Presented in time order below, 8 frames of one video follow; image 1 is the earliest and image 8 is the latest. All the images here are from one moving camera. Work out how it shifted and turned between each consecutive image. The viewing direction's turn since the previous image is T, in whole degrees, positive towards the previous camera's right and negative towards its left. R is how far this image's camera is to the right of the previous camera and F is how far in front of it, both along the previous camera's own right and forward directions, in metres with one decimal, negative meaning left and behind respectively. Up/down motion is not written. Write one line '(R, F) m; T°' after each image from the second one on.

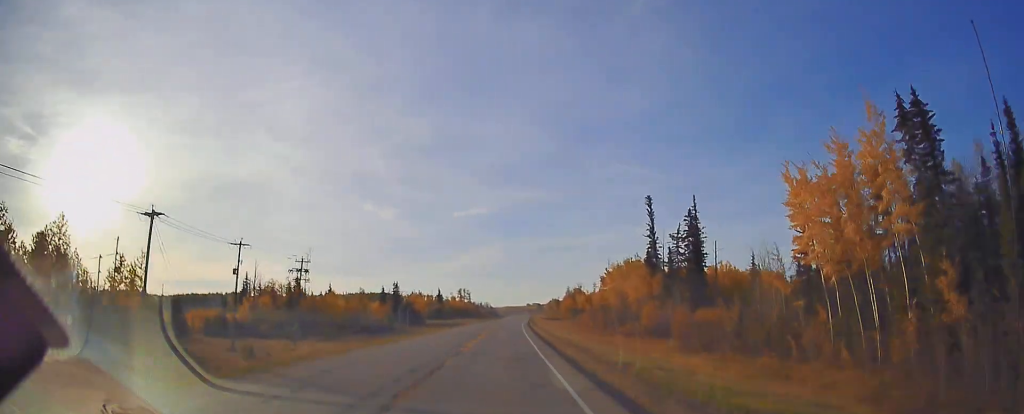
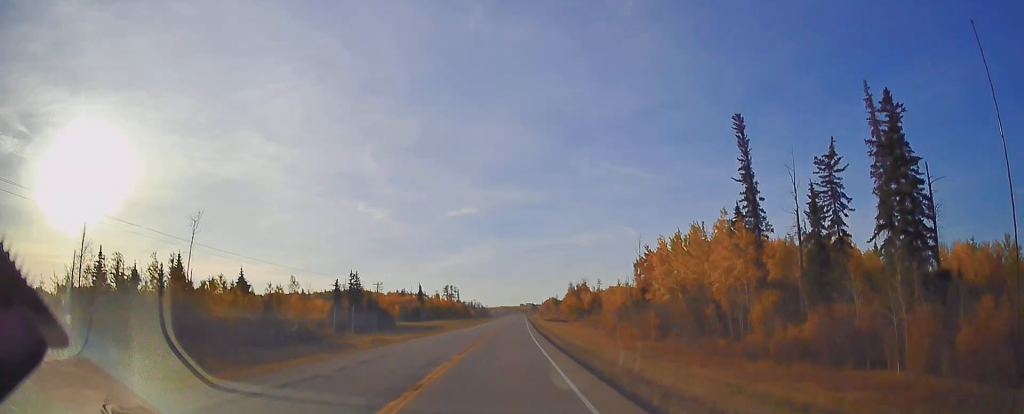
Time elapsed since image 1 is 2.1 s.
(0.0, +55.5) m; +1°
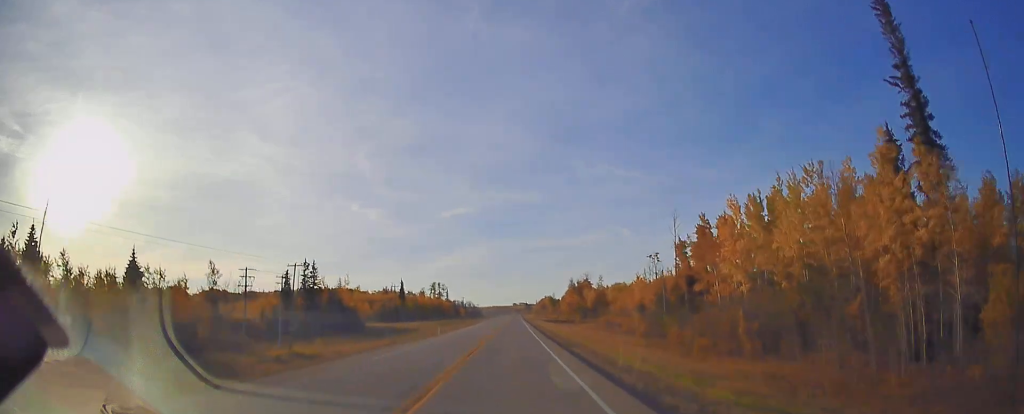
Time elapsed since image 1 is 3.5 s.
(+0.3, +36.8) m; +1°
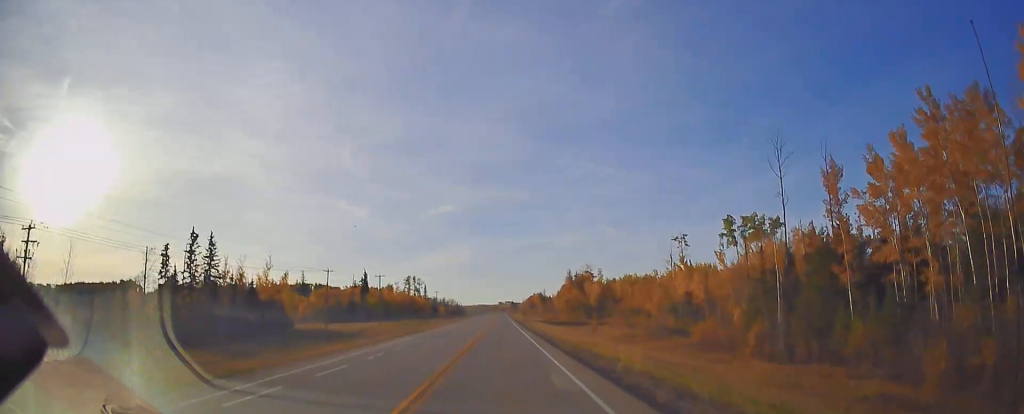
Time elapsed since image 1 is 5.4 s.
(+0.4, +50.0) m; +1°
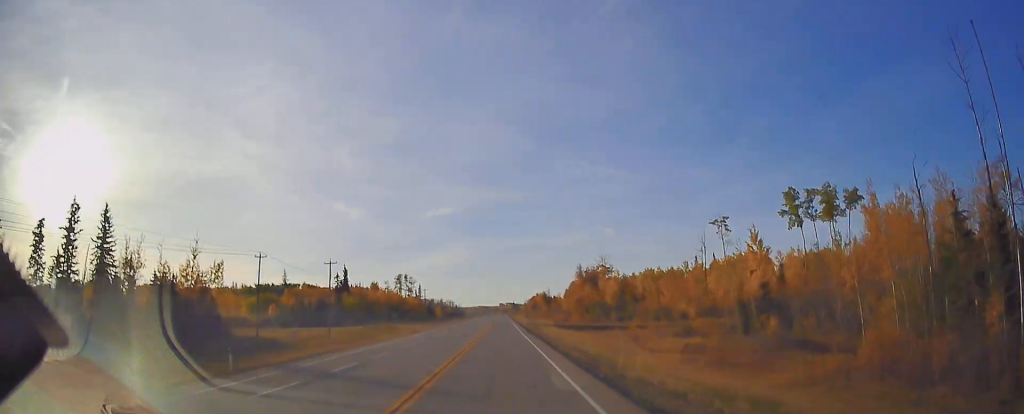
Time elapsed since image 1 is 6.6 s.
(+0.5, +31.4) m; 0°
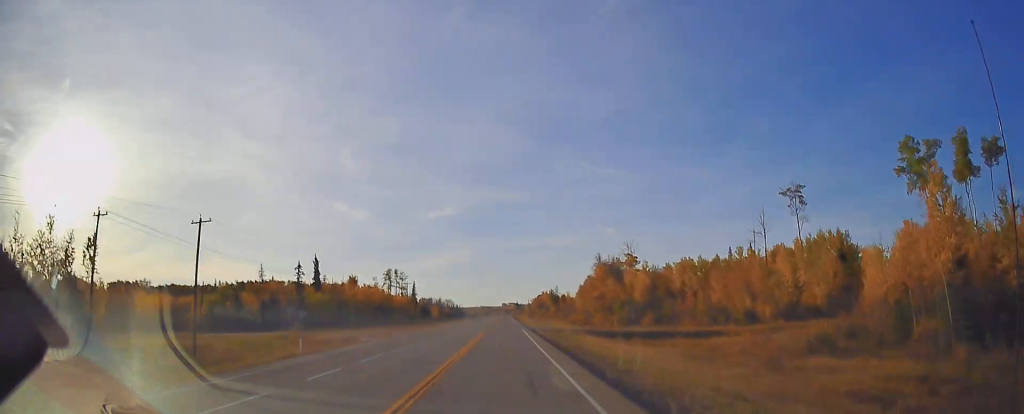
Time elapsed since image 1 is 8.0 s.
(+0.2, +36.6) m; 0°
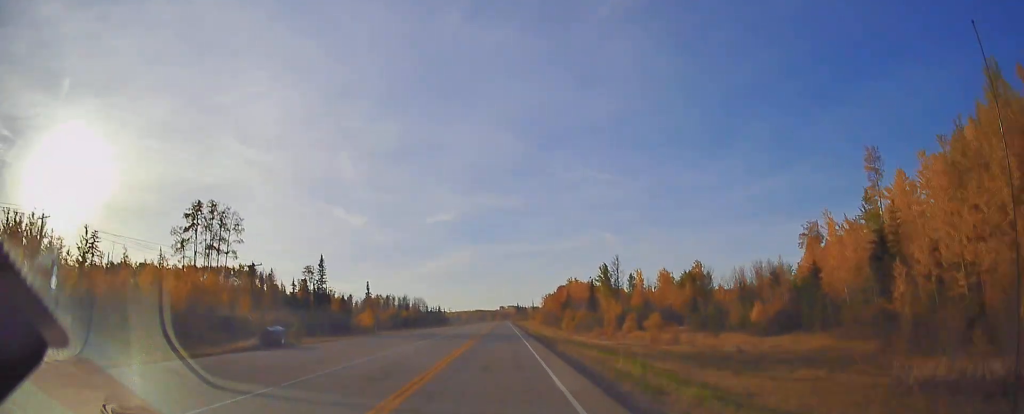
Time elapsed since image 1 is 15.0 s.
(-1.2, +184.4) m; -1°
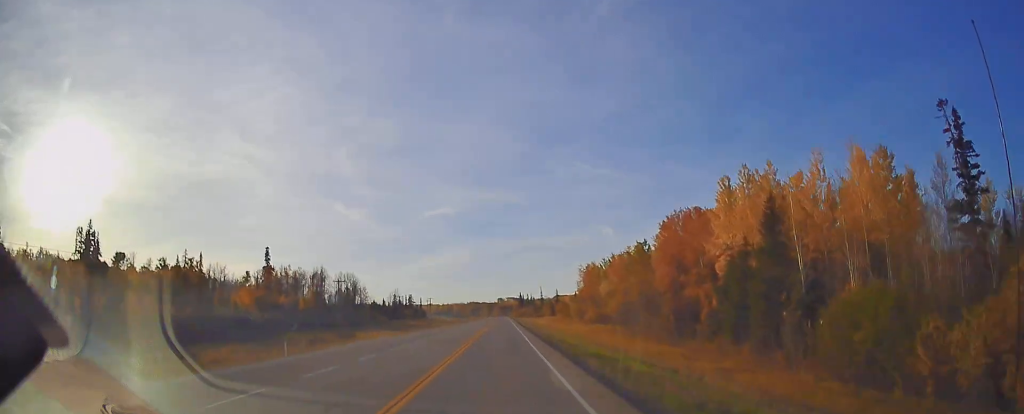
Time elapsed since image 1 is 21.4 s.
(+1.9, +171.0) m; +1°
